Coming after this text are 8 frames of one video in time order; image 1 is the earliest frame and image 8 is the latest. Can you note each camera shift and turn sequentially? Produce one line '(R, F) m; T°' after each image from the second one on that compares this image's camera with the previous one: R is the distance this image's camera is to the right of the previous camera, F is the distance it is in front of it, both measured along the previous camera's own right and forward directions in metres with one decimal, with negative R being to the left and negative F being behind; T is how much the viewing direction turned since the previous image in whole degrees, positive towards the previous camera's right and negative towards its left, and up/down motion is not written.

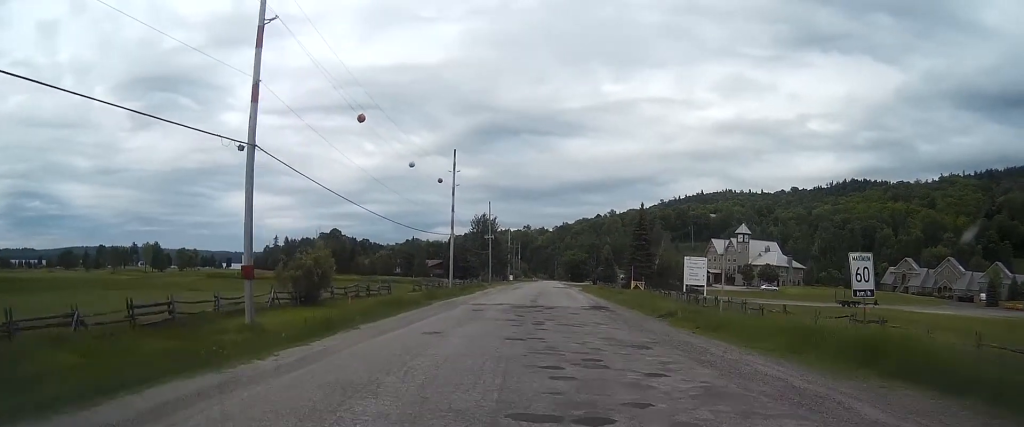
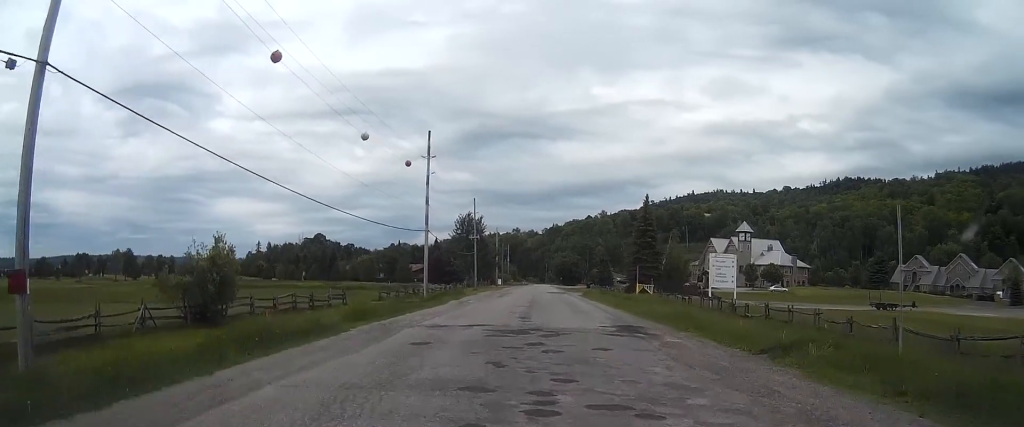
(+0.4, +13.2) m; +2°
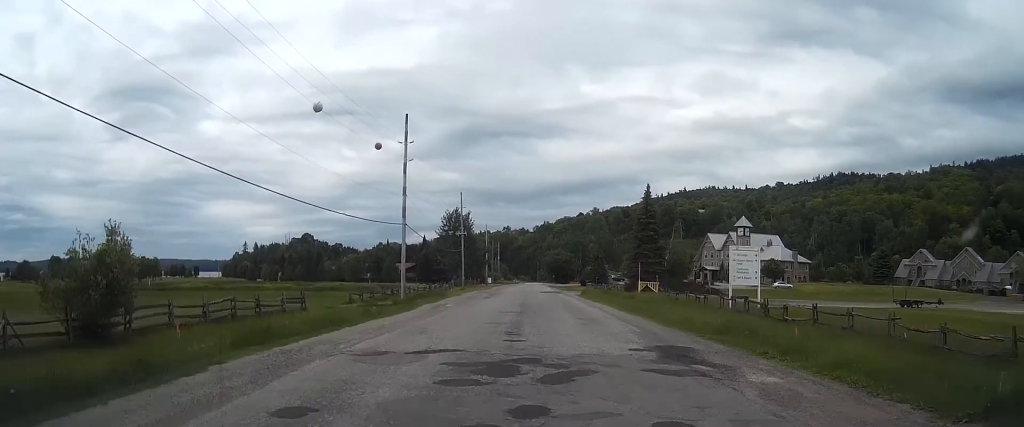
(+0.1, +7.9) m; 0°
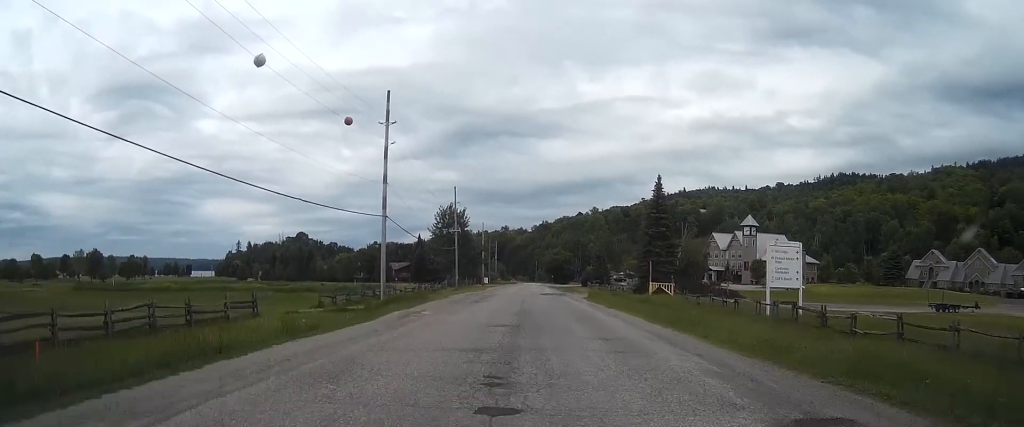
(-0.1, +7.9) m; 0°
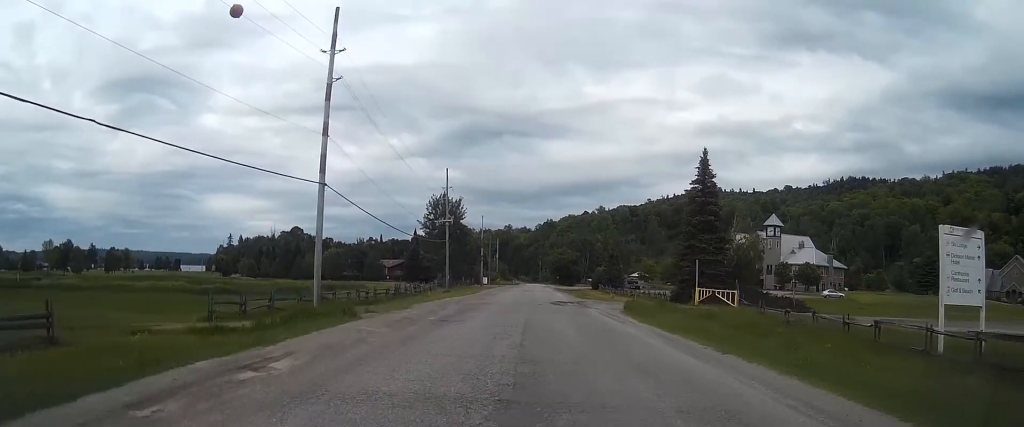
(+0.1, +17.4) m; 0°
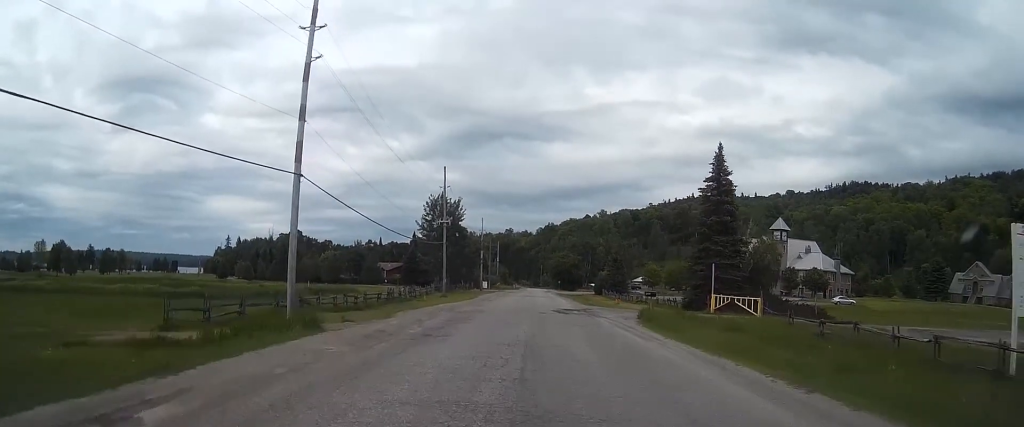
(0.0, +4.1) m; 0°
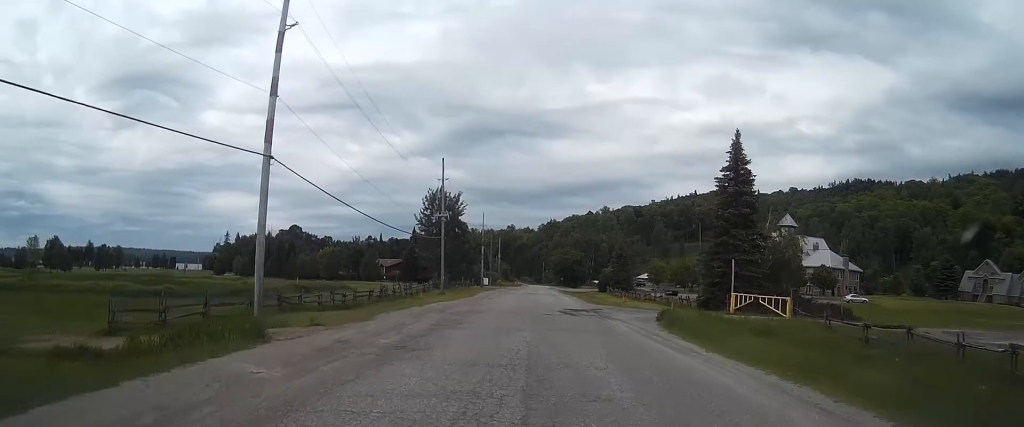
(-0.1, +3.9) m; 0°
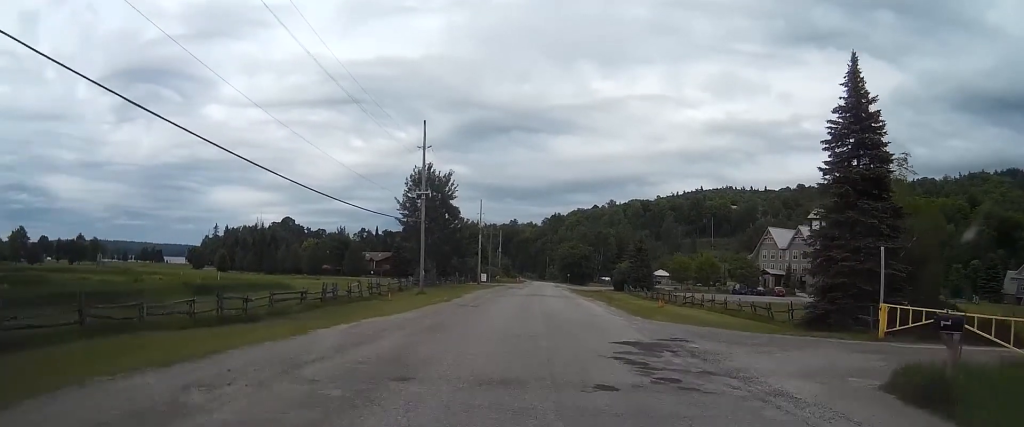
(+0.3, +17.5) m; +2°
